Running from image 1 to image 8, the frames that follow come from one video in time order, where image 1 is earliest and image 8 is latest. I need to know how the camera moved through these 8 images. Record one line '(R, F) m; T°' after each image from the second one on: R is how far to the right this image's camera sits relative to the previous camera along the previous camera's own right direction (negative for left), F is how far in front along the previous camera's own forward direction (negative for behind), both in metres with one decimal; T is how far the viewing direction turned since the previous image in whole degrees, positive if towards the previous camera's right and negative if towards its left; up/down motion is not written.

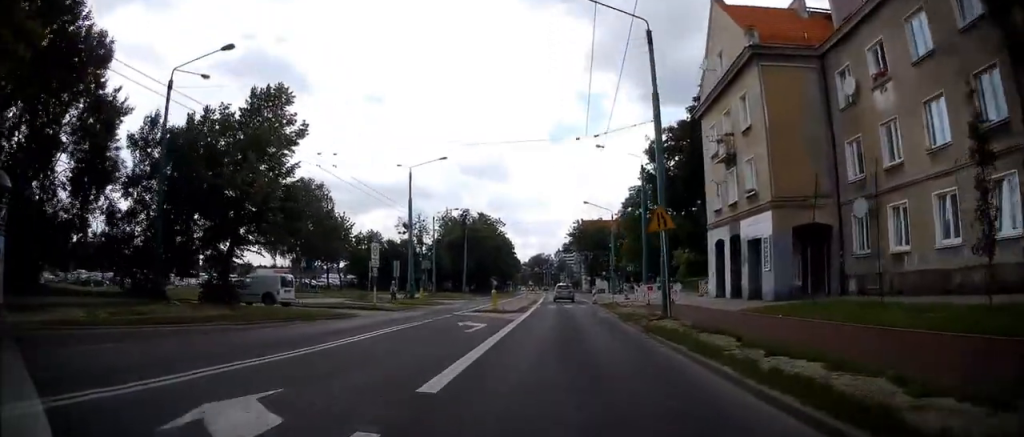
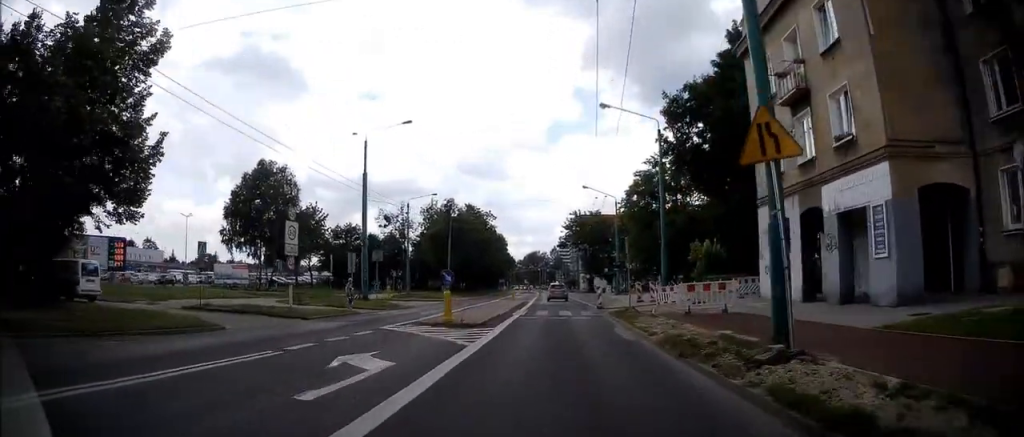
(0.0, +13.0) m; 0°
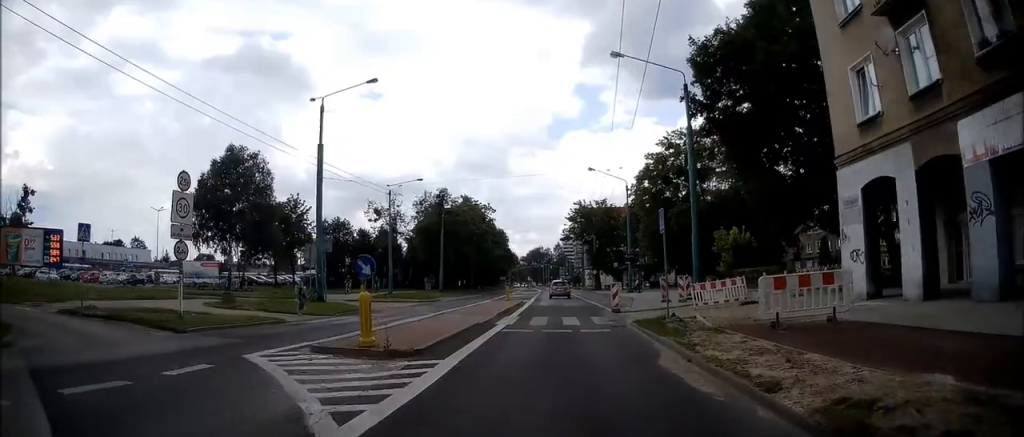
(0.0, +9.7) m; 0°
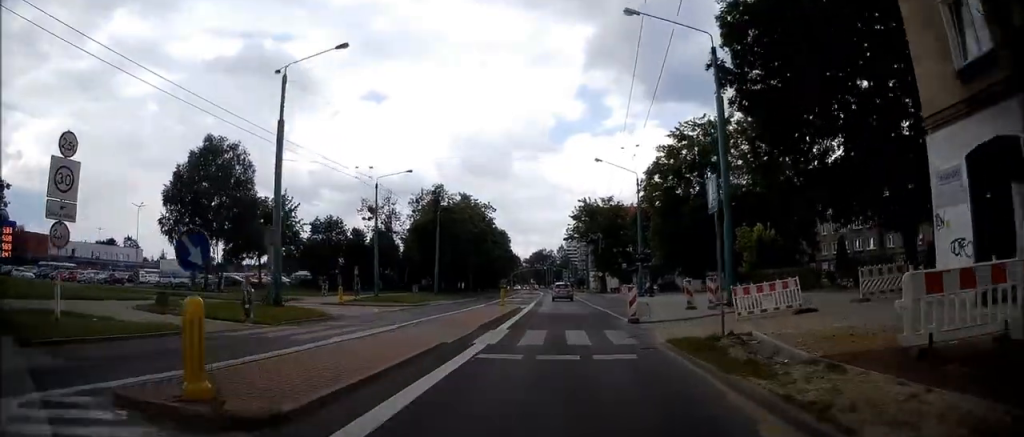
(0.0, +6.2) m; 0°
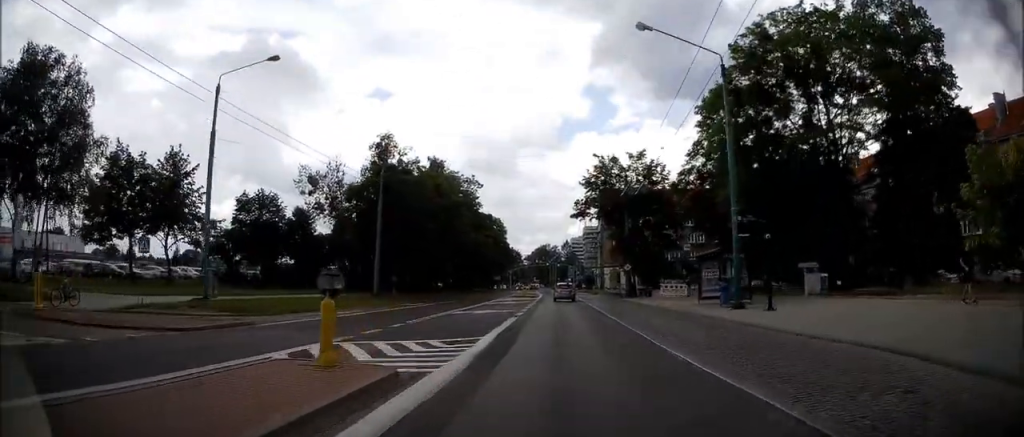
(-0.3, +27.9) m; -1°
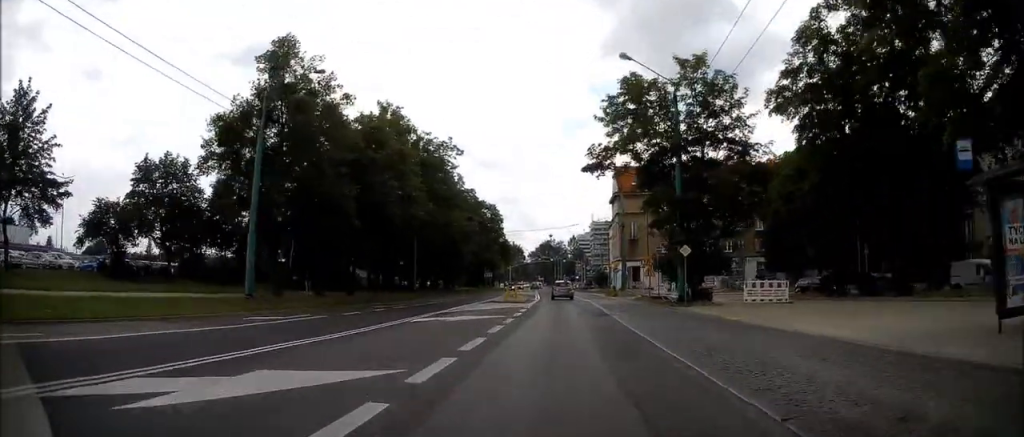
(0.0, +21.4) m; -2°
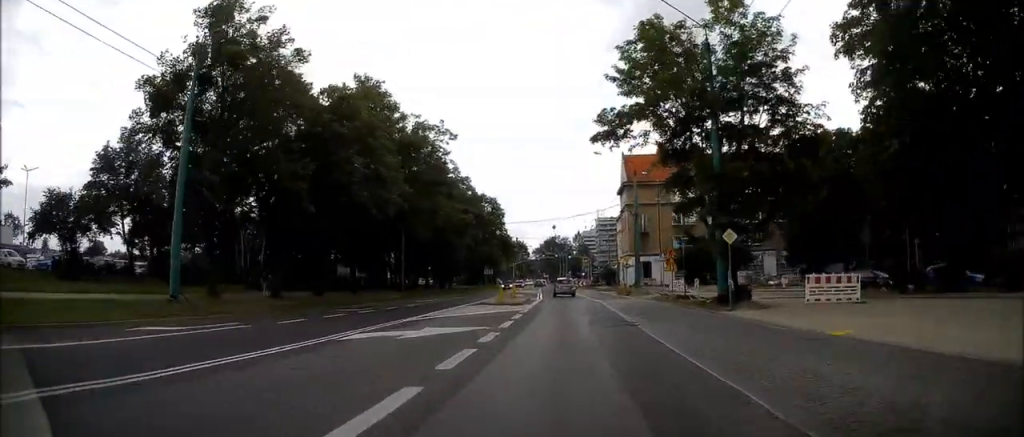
(-0.2, +6.5) m; 0°
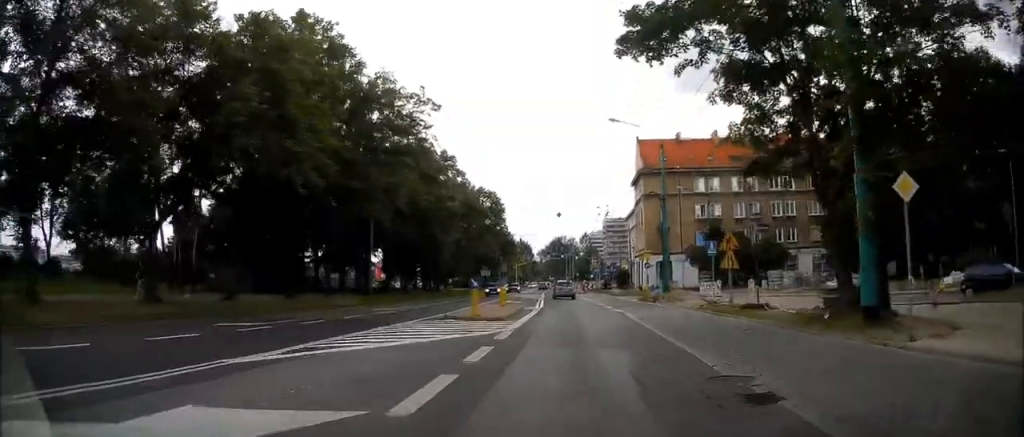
(-0.1, +11.0) m; 0°
